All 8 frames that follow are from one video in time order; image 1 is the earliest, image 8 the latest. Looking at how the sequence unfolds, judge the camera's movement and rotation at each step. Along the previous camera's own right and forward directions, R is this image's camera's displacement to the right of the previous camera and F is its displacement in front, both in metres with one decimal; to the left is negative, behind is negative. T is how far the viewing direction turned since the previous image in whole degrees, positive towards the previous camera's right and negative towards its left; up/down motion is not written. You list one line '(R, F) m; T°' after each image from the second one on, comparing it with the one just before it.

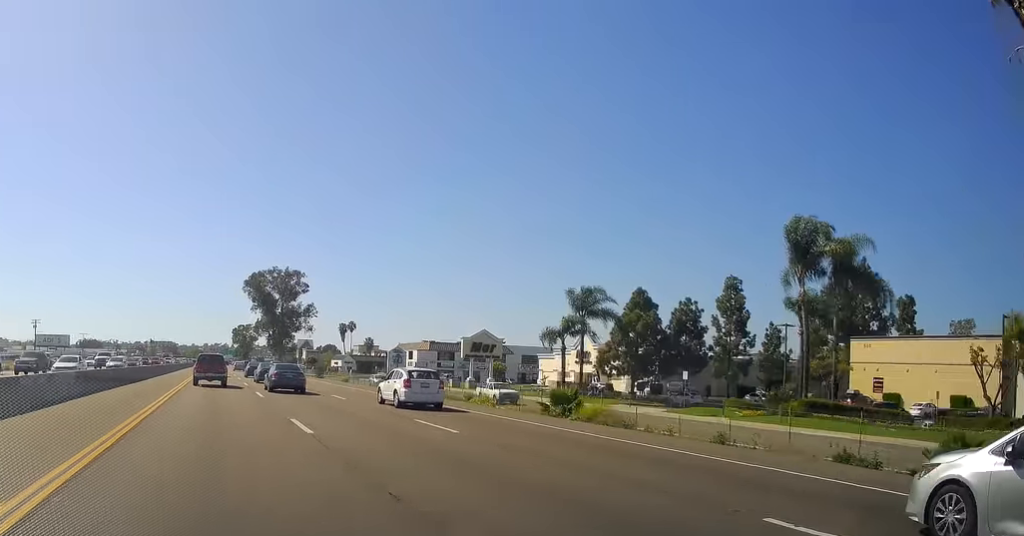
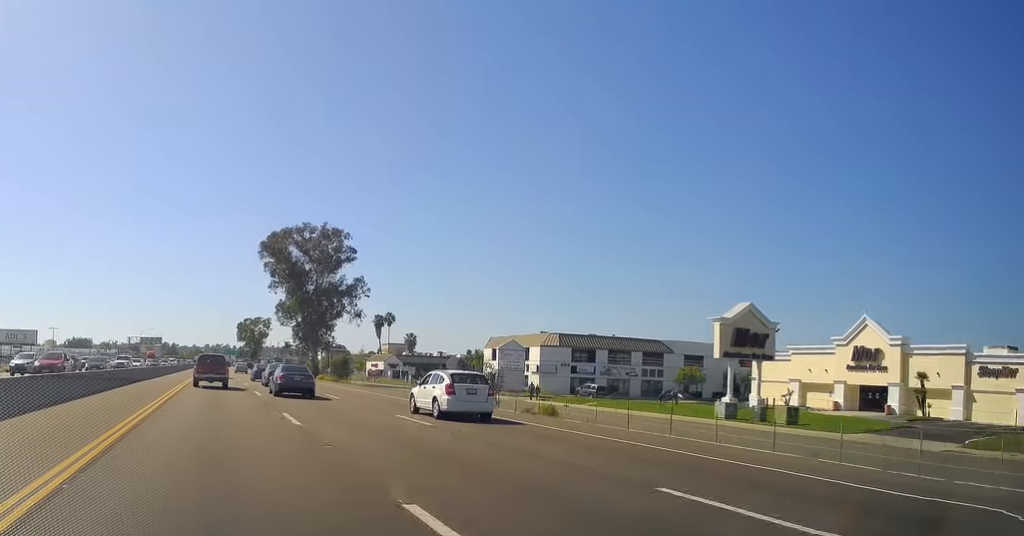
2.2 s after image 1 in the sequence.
(-0.3, +56.9) m; 0°
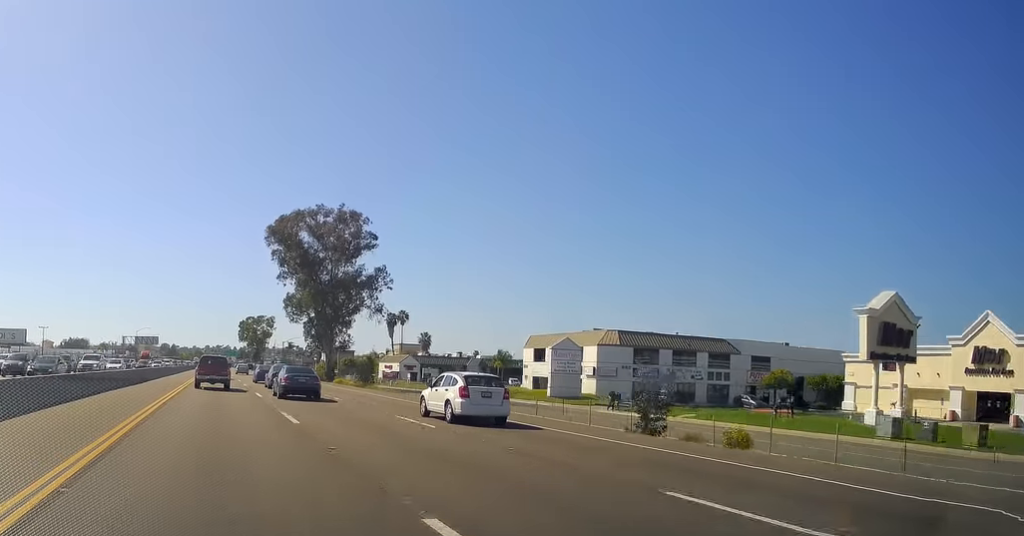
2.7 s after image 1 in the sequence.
(+0.1, +14.0) m; +1°
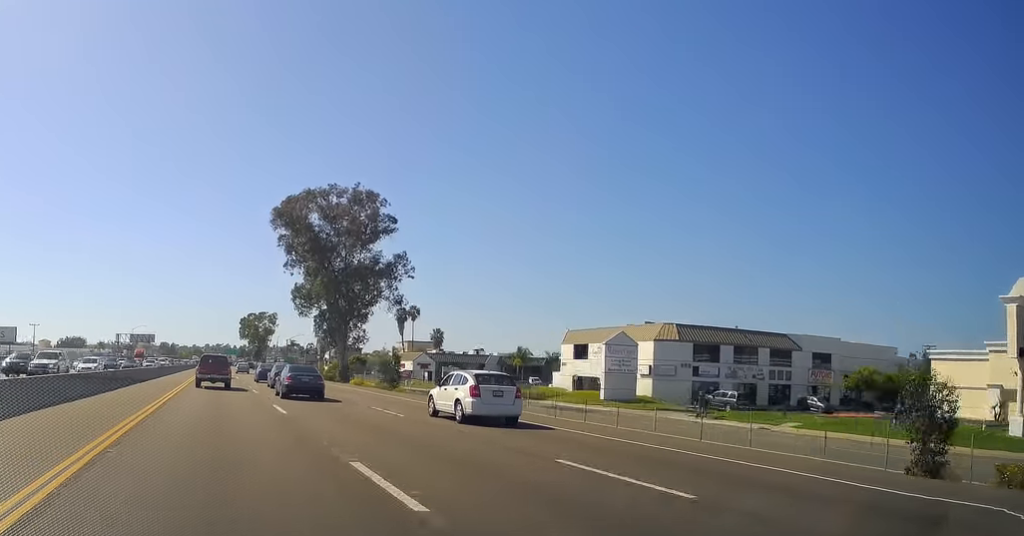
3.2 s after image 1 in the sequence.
(+0.1, +11.7) m; +1°
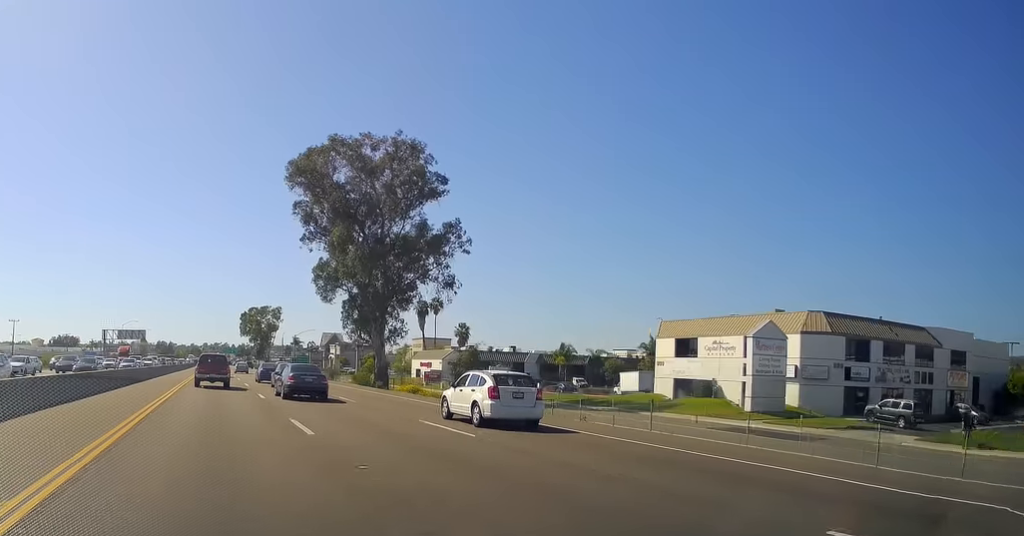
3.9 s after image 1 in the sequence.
(+0.1, +19.3) m; 0°
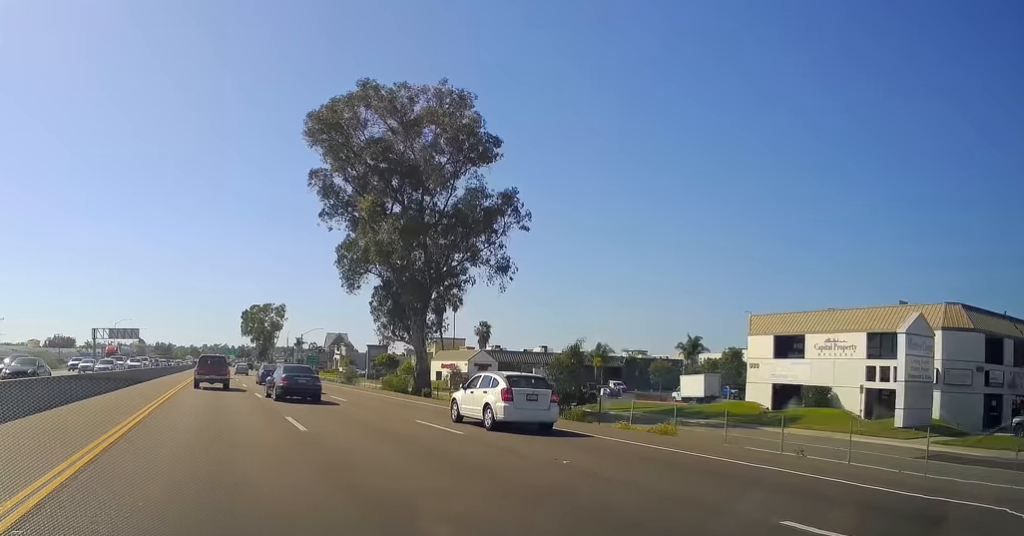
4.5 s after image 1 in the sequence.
(+0.1, +13.9) m; 0°
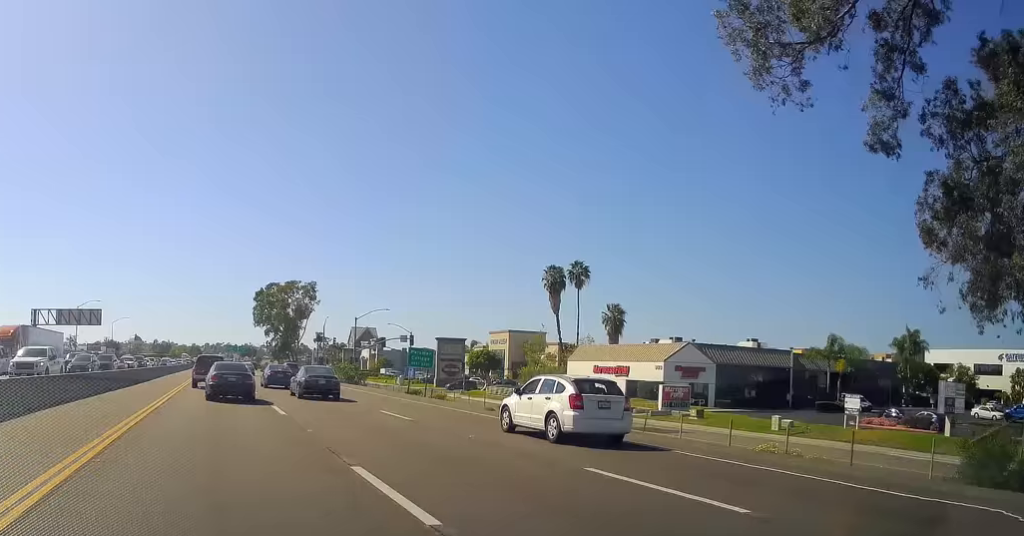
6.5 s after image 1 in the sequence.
(-1.1, +53.6) m; -2°
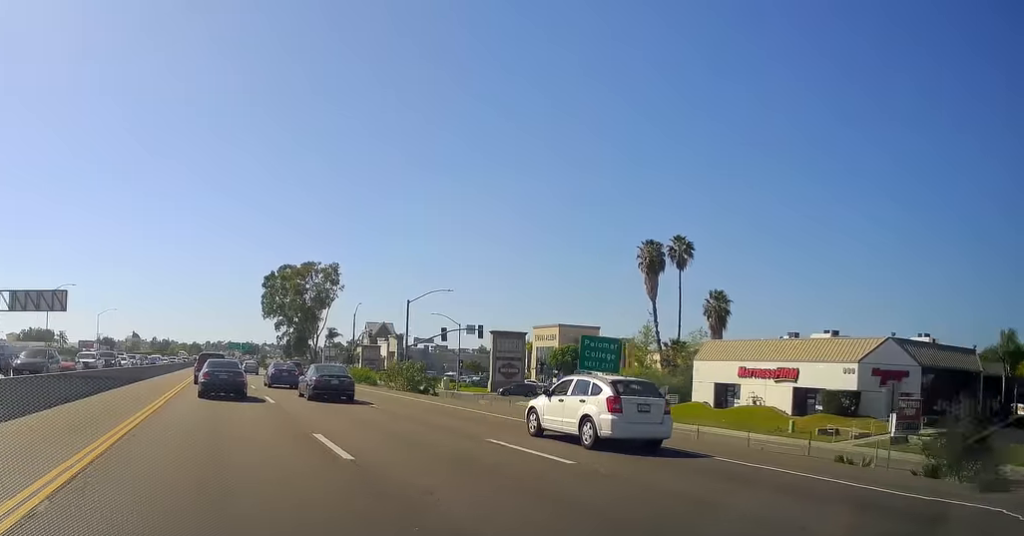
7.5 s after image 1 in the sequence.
(0.0, +24.6) m; 0°
